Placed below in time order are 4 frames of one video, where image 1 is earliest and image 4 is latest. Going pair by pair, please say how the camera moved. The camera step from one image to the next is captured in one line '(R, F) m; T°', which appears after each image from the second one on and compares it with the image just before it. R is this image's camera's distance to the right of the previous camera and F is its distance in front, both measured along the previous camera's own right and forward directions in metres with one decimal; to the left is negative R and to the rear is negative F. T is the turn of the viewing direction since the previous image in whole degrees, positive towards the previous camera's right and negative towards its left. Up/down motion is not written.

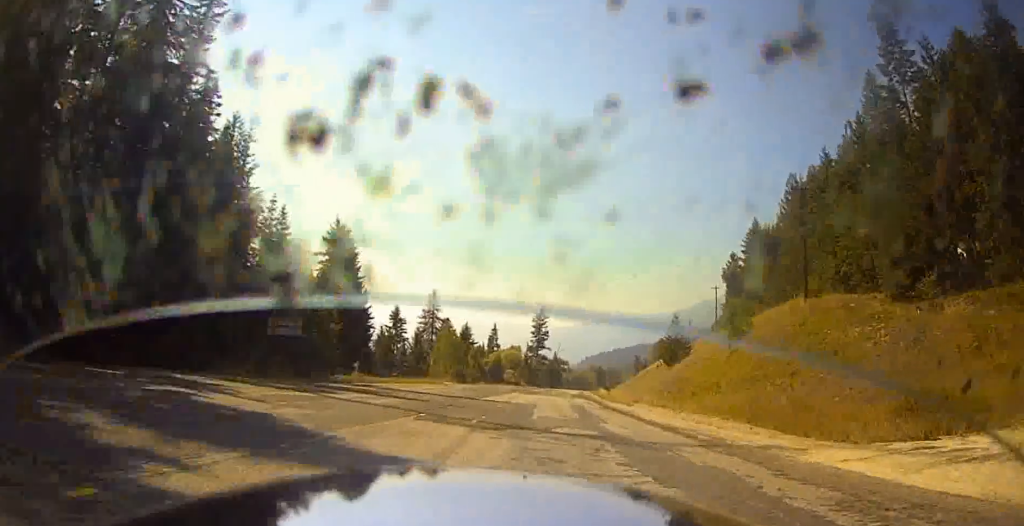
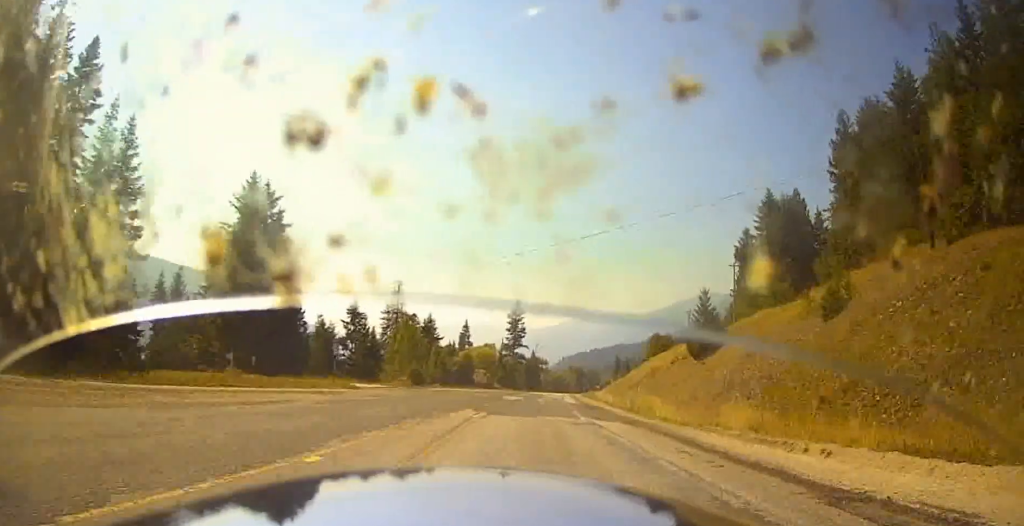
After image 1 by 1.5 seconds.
(+1.1, +27.9) m; +3°
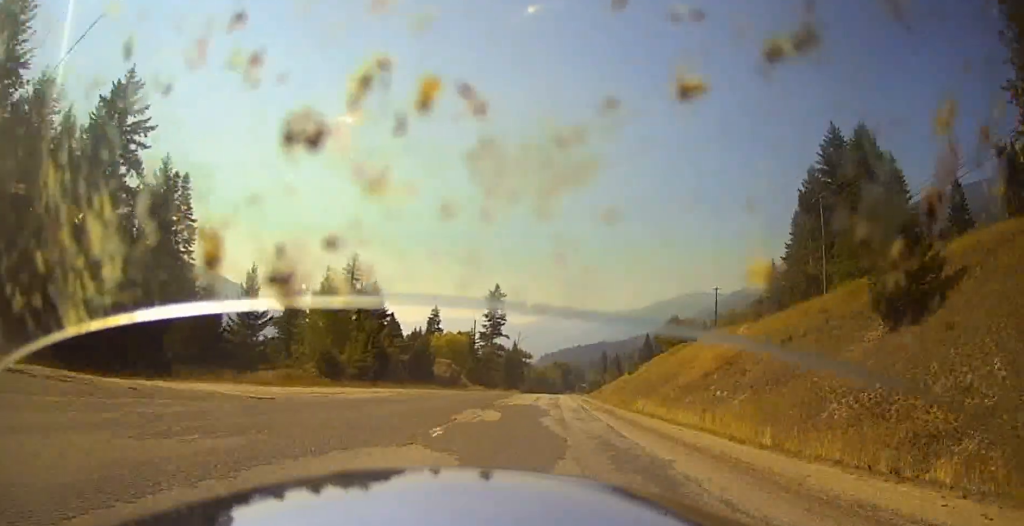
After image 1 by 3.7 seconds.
(+0.7, +40.5) m; -1°
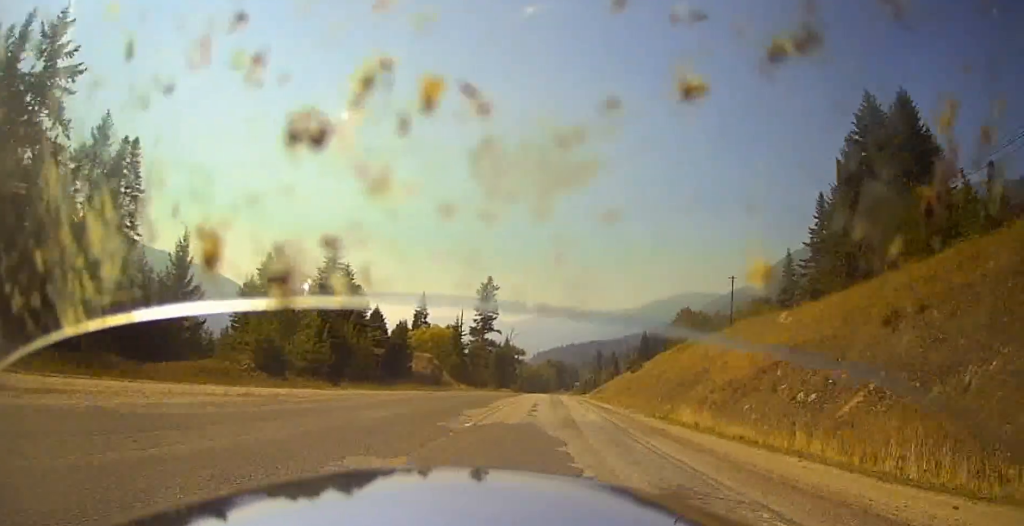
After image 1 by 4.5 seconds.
(-0.4, +14.1) m; -2°
